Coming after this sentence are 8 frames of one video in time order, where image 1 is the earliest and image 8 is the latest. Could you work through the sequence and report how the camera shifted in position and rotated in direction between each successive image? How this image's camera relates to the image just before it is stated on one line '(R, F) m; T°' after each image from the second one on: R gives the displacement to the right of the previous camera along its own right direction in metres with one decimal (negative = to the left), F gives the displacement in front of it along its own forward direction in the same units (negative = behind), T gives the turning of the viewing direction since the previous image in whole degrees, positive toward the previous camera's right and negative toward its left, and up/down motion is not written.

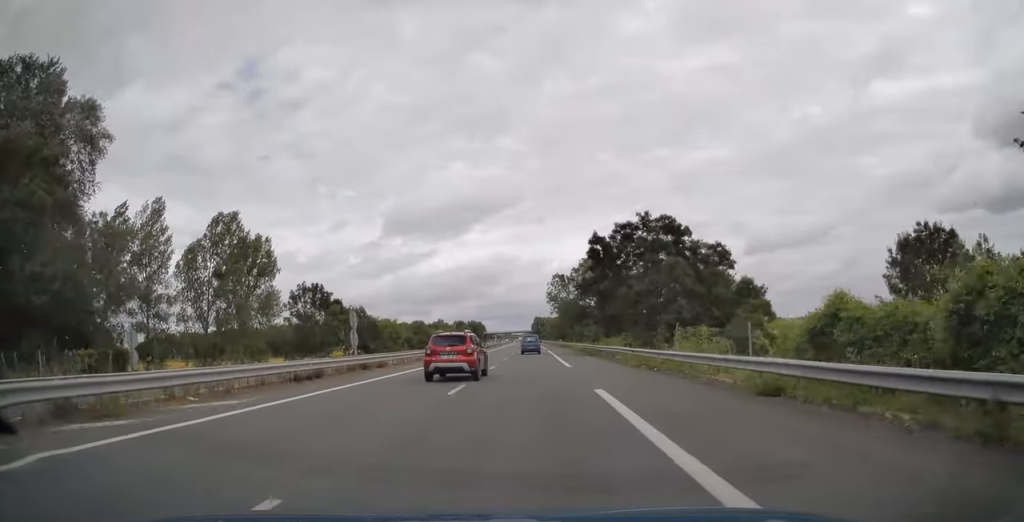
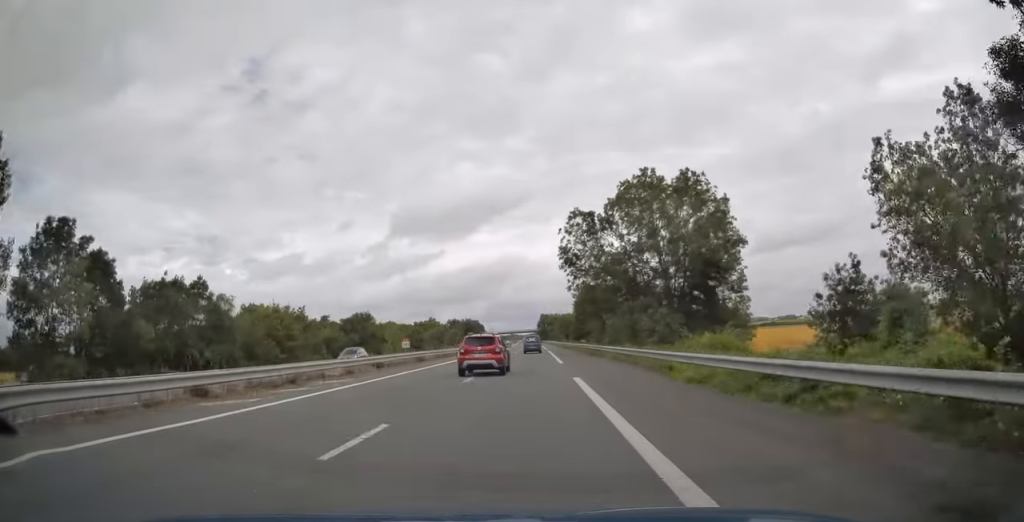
(-0.1, +47.5) m; -1°
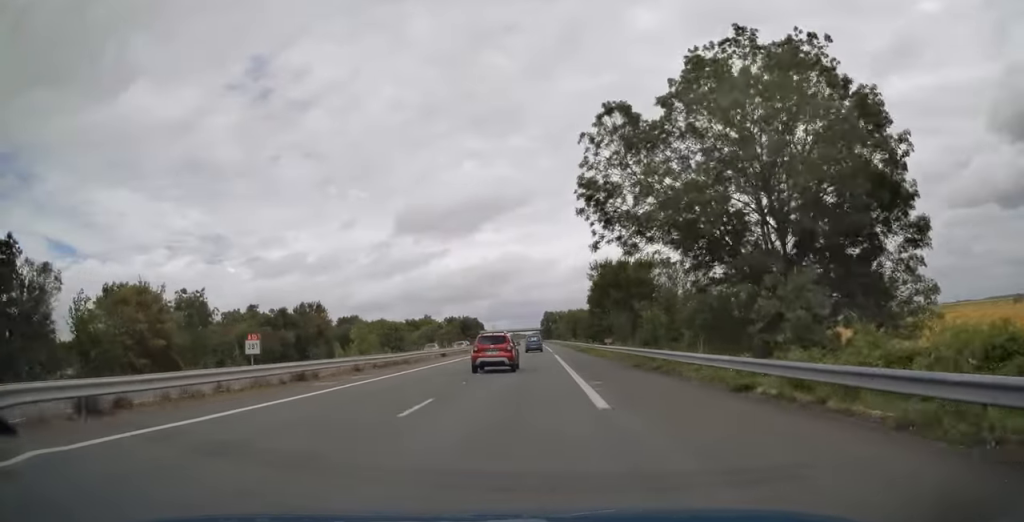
(-0.2, +22.1) m; 0°
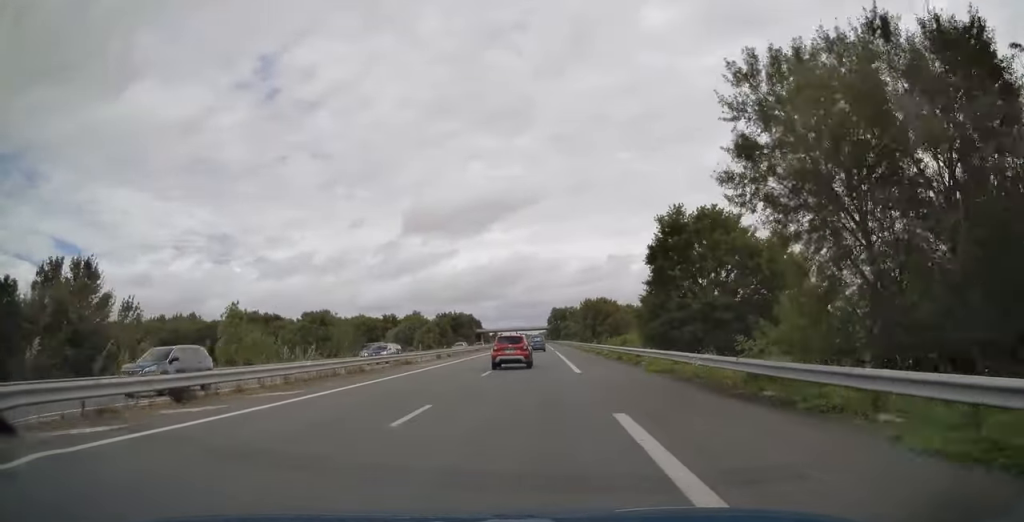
(-0.2, +40.4) m; 0°
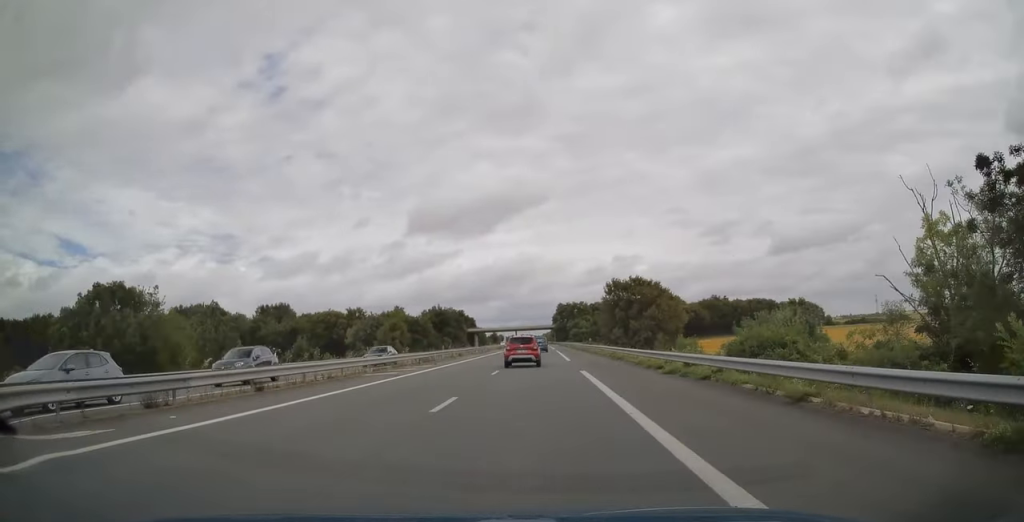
(-0.1, +36.9) m; 0°
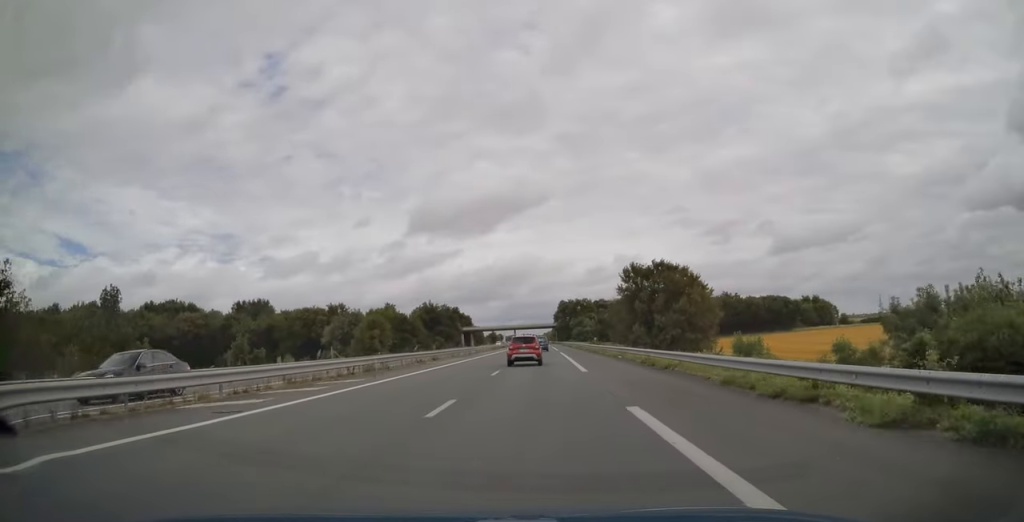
(0.0, +14.0) m; 0°
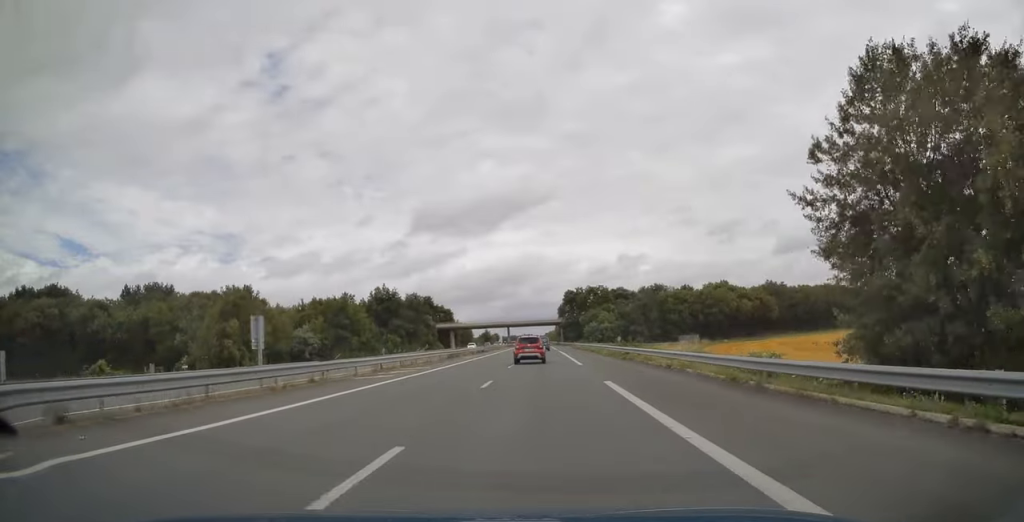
(-0.1, +45.0) m; 0°
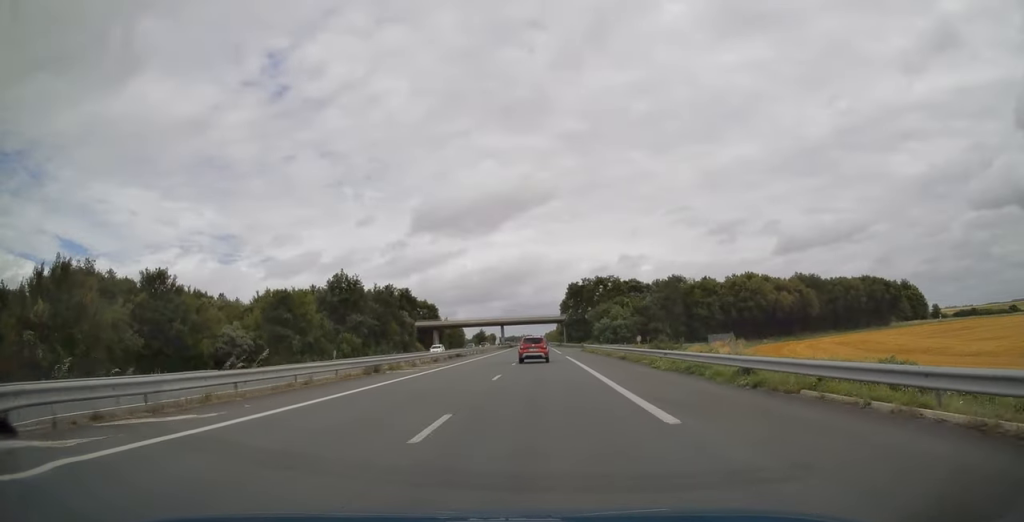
(0.0, +22.5) m; 0°
